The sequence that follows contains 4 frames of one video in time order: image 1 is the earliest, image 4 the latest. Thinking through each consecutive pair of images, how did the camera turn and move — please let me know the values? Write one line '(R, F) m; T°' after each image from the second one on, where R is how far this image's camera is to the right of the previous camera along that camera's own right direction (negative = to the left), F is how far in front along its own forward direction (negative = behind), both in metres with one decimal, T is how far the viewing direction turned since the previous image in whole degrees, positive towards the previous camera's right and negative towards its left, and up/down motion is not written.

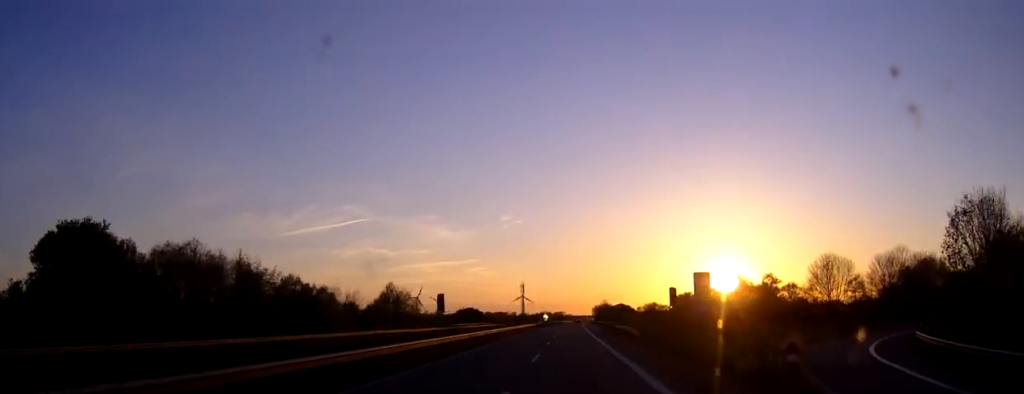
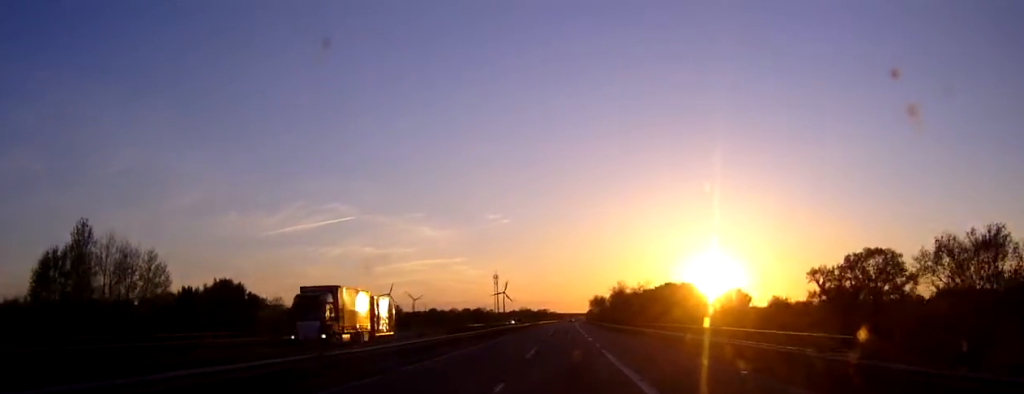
(+1.0, +141.3) m; +1°
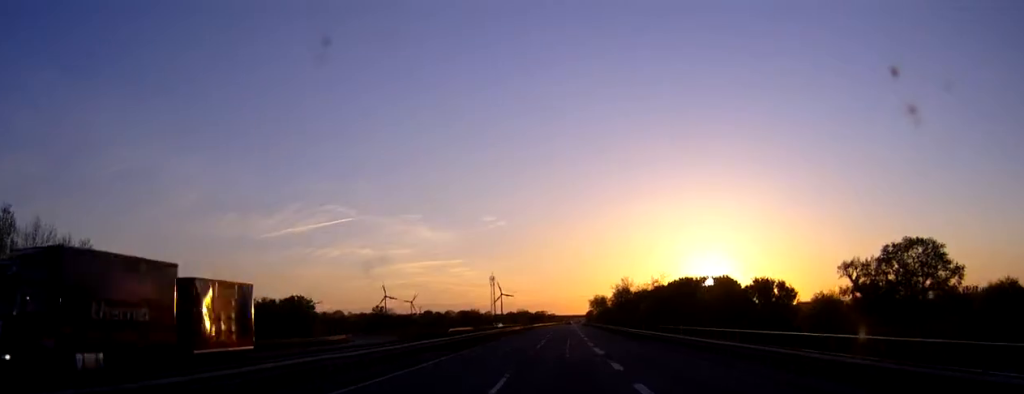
(0.0, +14.7) m; 0°
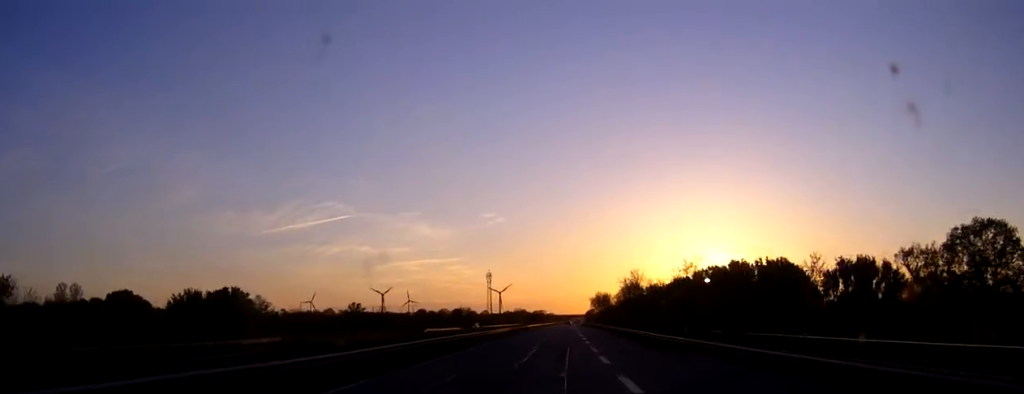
(0.0, +19.3) m; 0°
